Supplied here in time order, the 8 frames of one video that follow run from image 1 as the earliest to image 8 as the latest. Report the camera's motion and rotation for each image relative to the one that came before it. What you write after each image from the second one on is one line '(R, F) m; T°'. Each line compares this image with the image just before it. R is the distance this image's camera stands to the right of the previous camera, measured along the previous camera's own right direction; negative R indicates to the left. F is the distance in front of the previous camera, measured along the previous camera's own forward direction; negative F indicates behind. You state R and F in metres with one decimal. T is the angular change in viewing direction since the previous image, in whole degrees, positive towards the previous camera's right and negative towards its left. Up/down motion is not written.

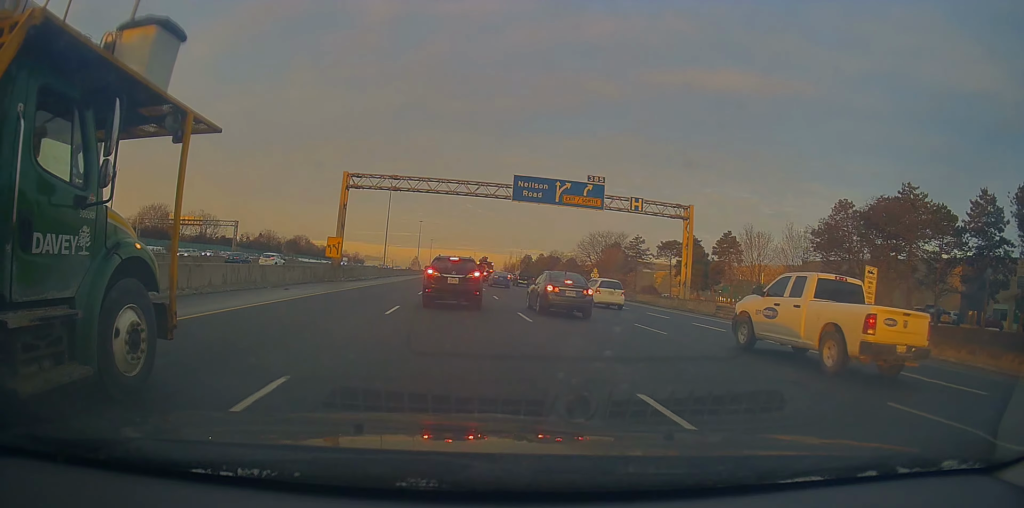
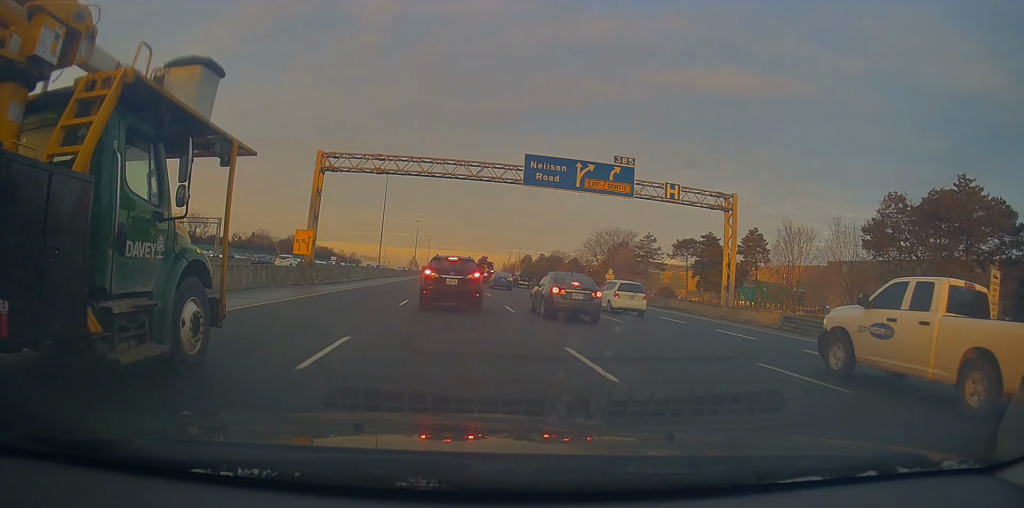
(+0.4, +8.5) m; +1°
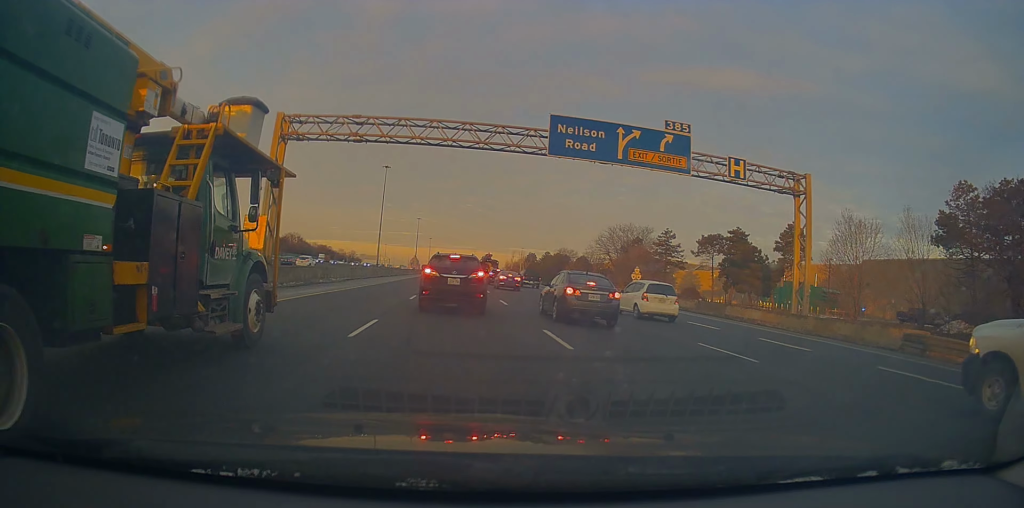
(+0.3, +9.8) m; +1°
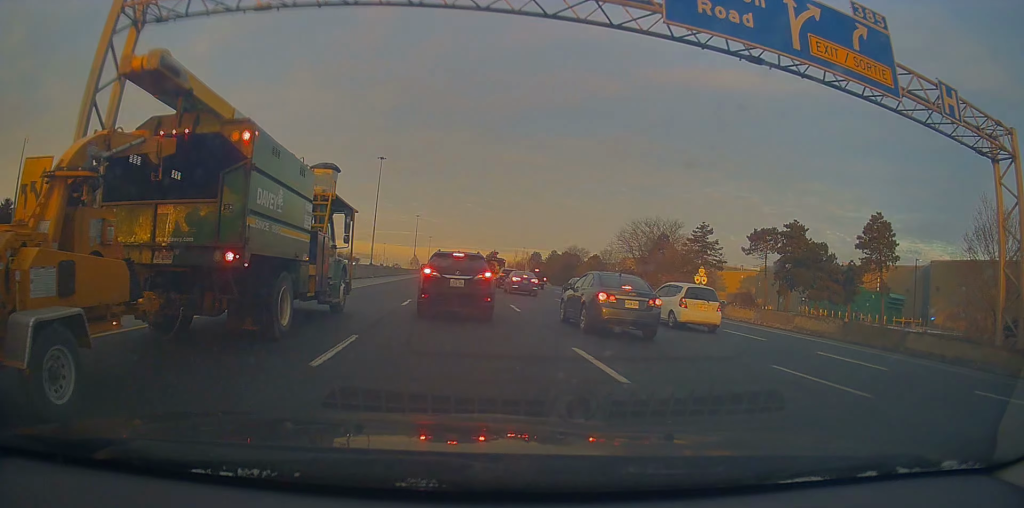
(-0.6, +16.2) m; -3°
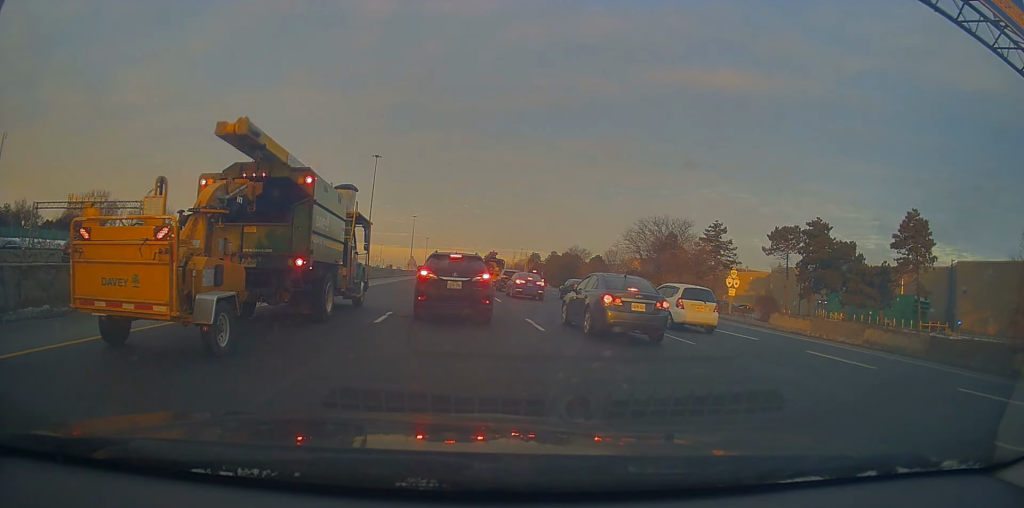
(-0.4, +6.3) m; 0°
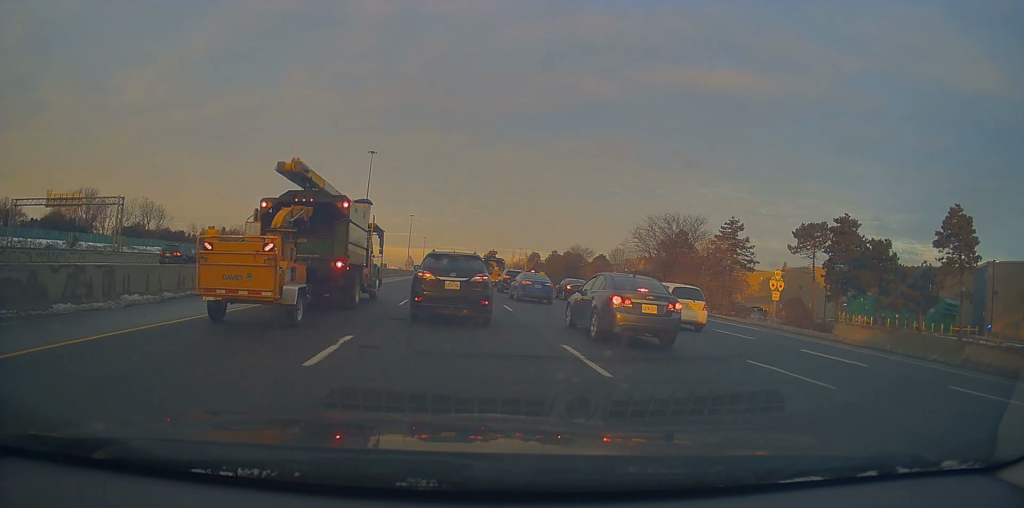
(+0.4, +5.9) m; +1°
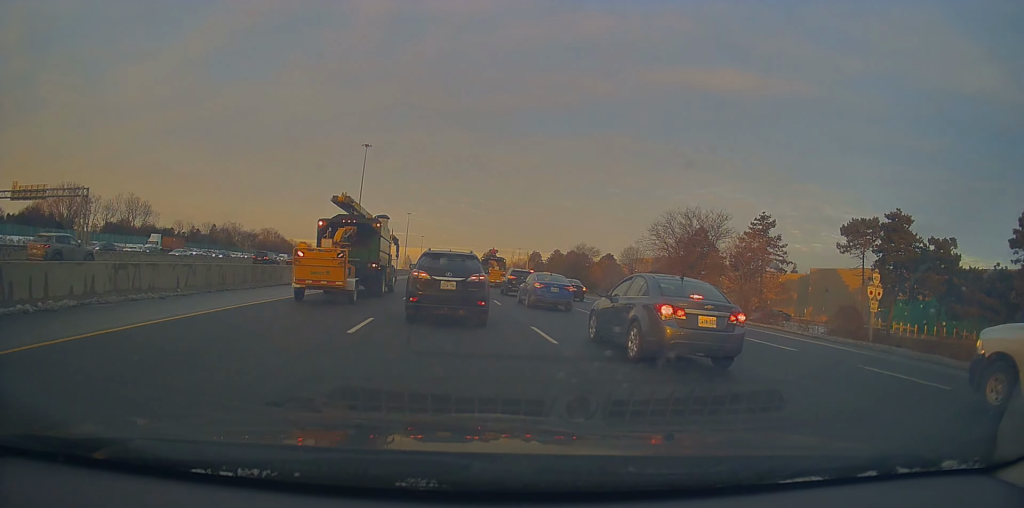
(-0.1, +9.2) m; -2°
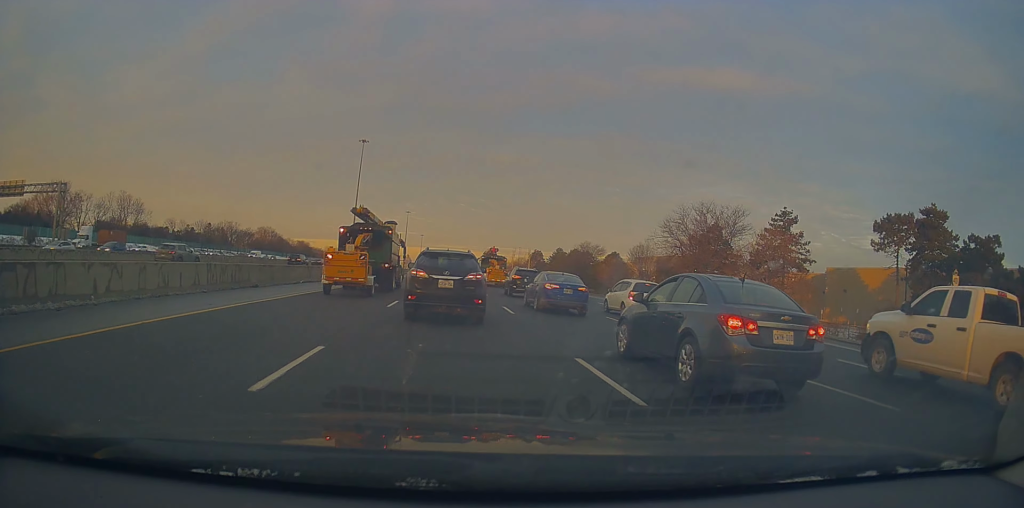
(-0.1, +5.3) m; -1°
